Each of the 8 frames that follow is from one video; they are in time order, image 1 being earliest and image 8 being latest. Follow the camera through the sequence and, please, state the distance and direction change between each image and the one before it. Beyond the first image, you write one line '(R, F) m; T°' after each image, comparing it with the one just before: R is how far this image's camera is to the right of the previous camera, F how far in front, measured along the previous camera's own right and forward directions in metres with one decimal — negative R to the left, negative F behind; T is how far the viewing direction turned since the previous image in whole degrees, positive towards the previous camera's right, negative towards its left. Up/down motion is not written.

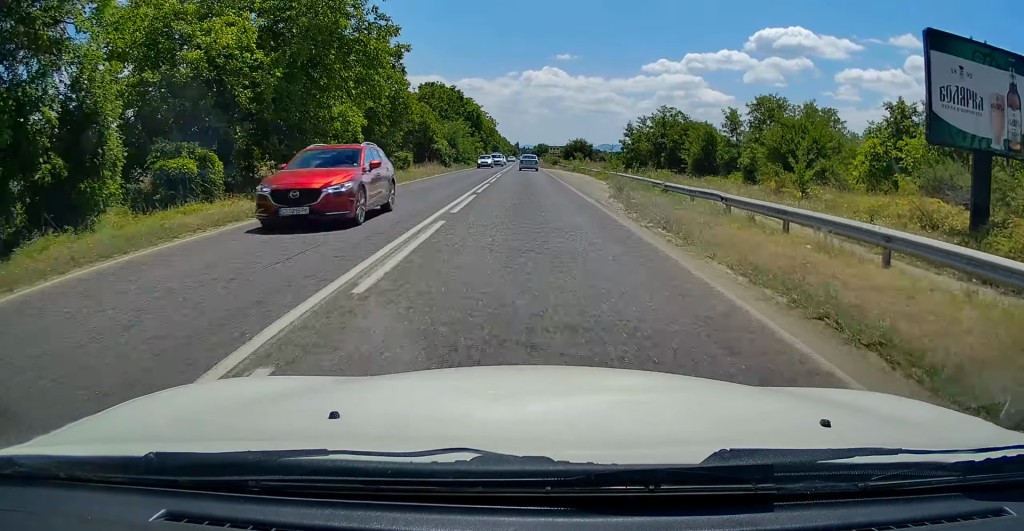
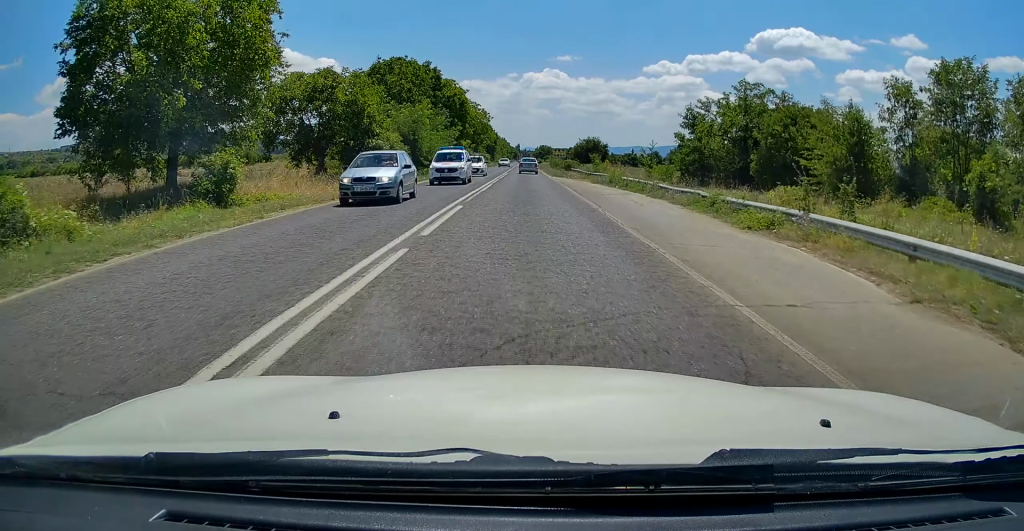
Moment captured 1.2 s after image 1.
(+0.2, +26.6) m; +1°
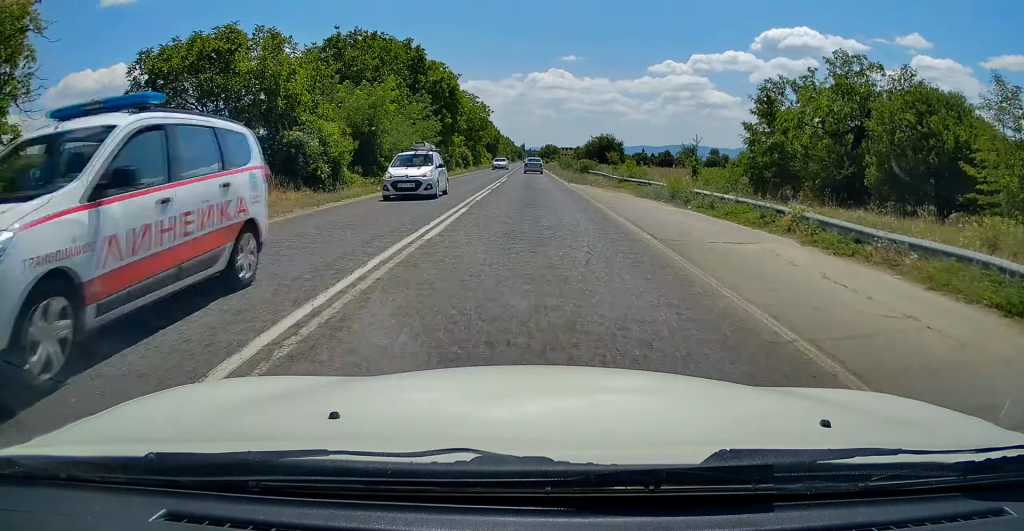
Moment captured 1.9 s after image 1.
(+0.1, +14.3) m; 0°
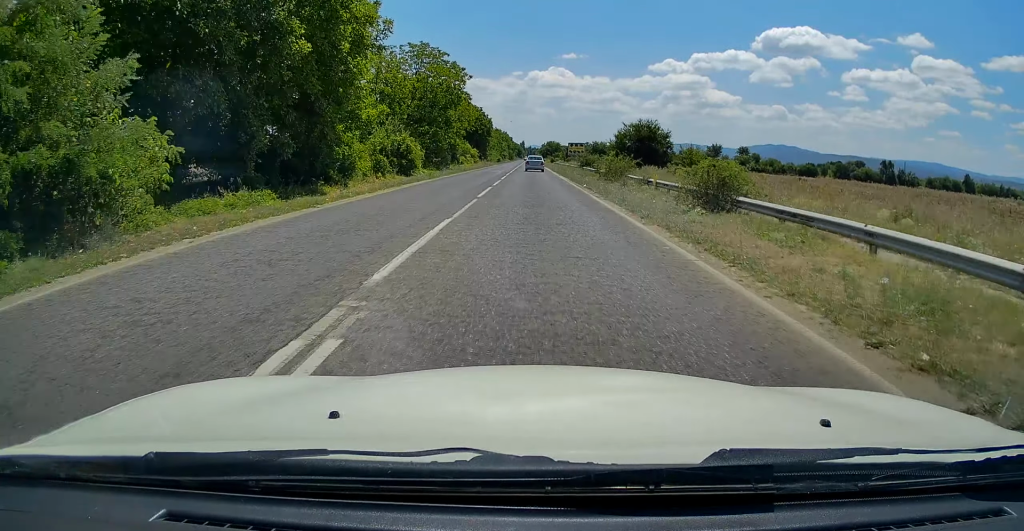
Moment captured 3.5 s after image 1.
(-0.5, +37.5) m; -1°
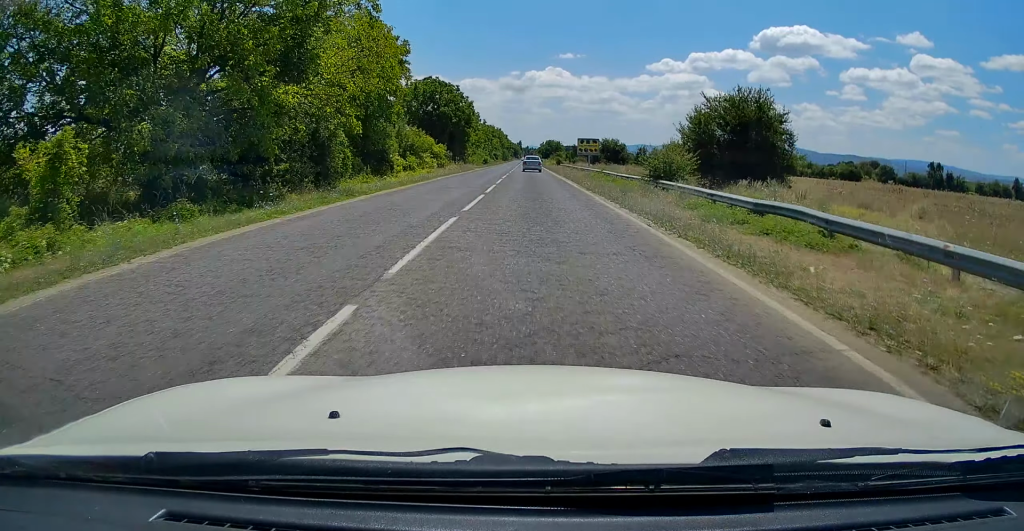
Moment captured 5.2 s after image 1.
(+0.1, +36.4) m; 0°
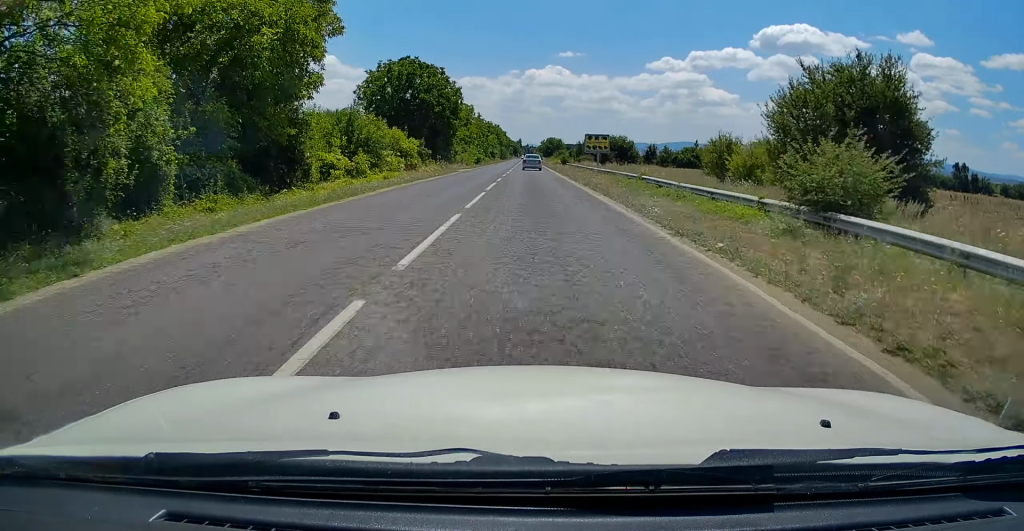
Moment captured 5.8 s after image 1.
(-0.1, +14.8) m; 0°
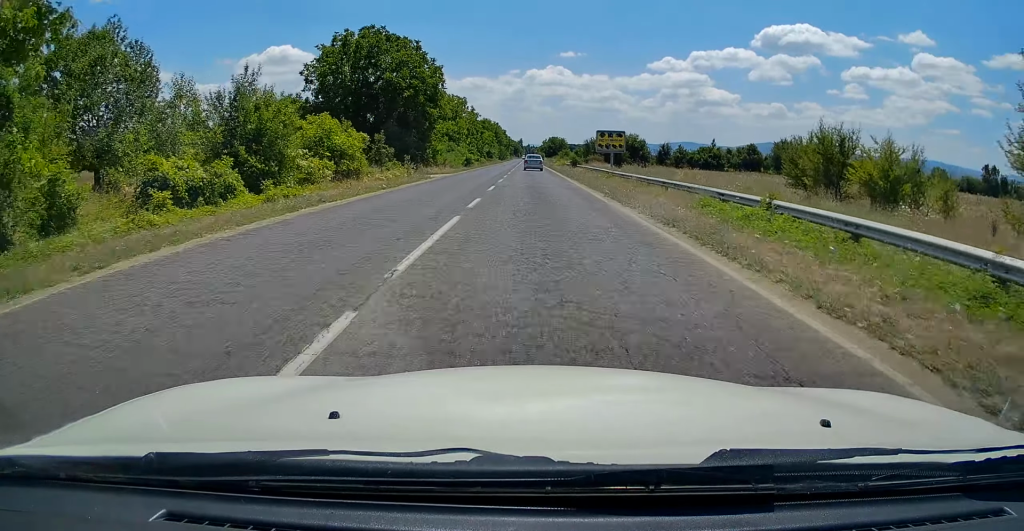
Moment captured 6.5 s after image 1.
(+0.3, +15.9) m; 0°
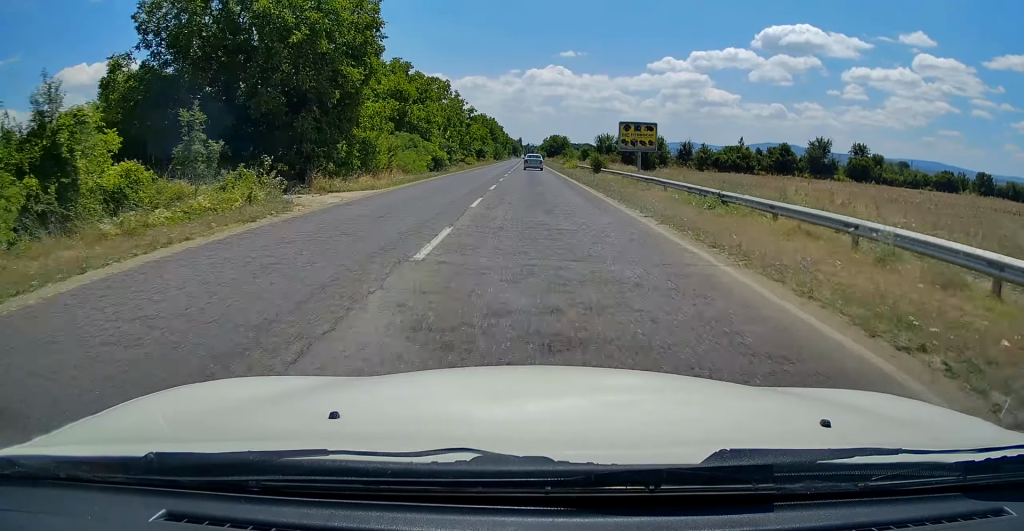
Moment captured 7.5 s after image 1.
(-0.1, +23.1) m; 0°
